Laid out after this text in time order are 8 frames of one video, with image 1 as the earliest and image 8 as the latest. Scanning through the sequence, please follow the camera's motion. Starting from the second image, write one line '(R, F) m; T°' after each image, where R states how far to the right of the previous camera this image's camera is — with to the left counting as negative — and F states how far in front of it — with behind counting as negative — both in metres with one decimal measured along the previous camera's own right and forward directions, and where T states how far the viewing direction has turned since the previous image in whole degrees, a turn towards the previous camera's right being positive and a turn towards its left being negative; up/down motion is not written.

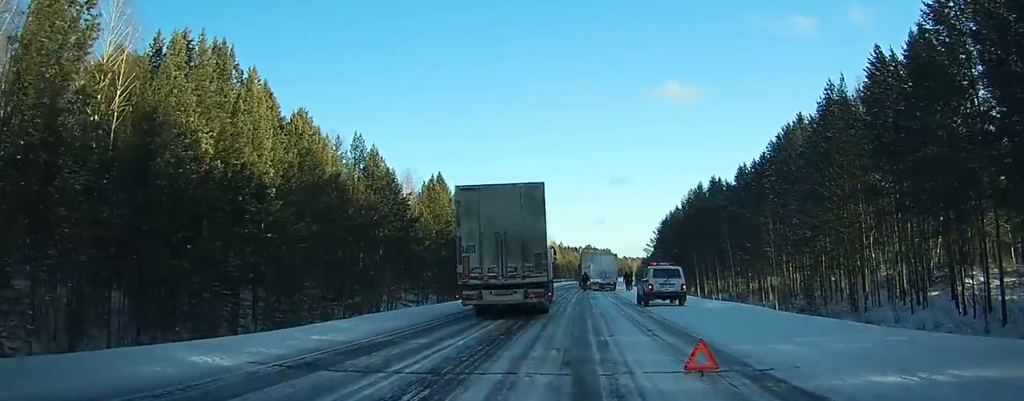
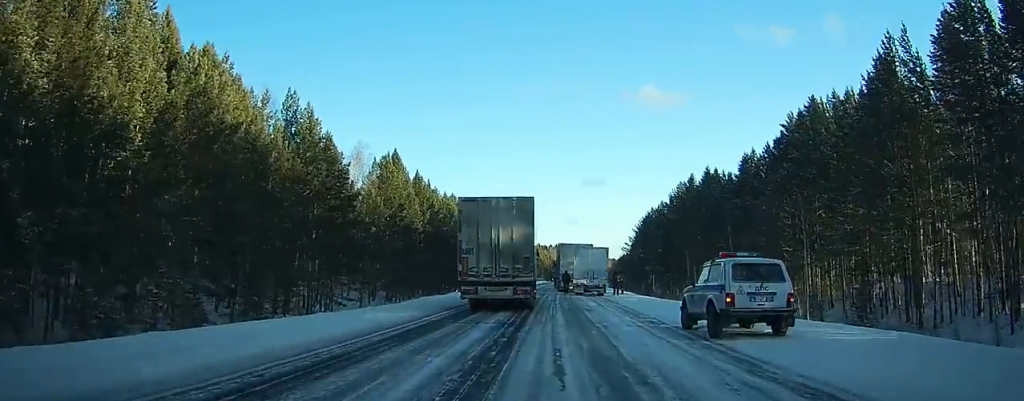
(+0.2, +11.8) m; +3°
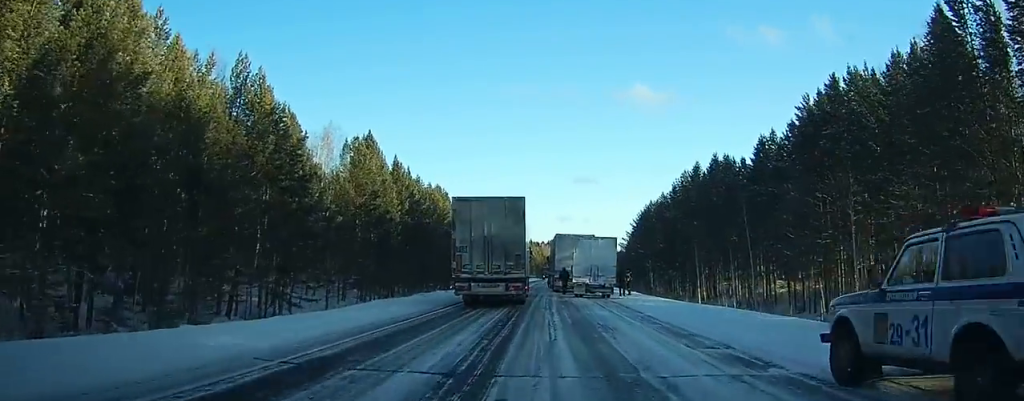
(+0.2, +7.9) m; 0°
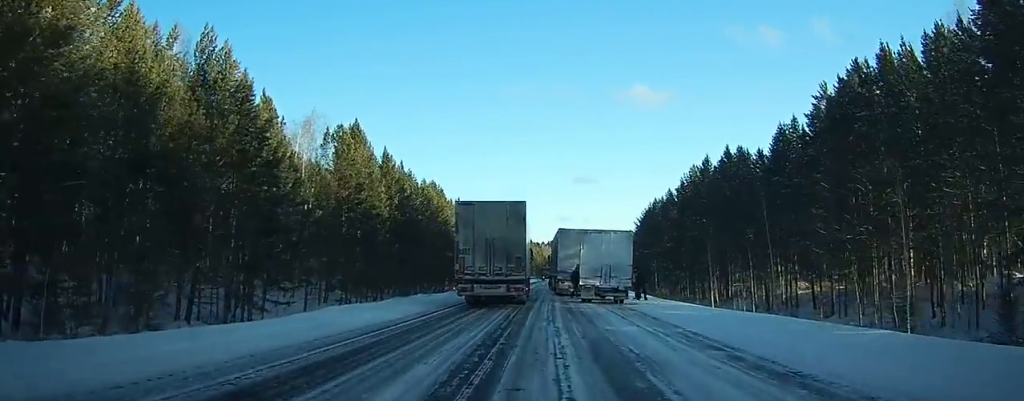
(0.0, +5.3) m; 0°
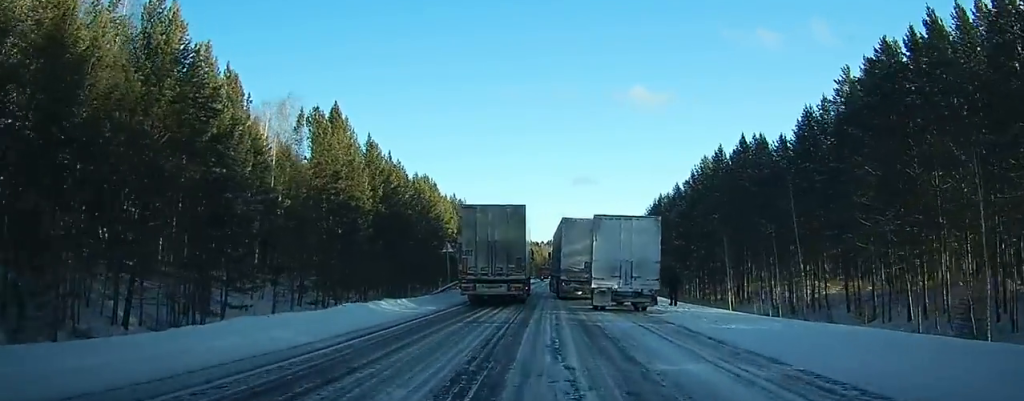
(0.0, +6.6) m; -2°
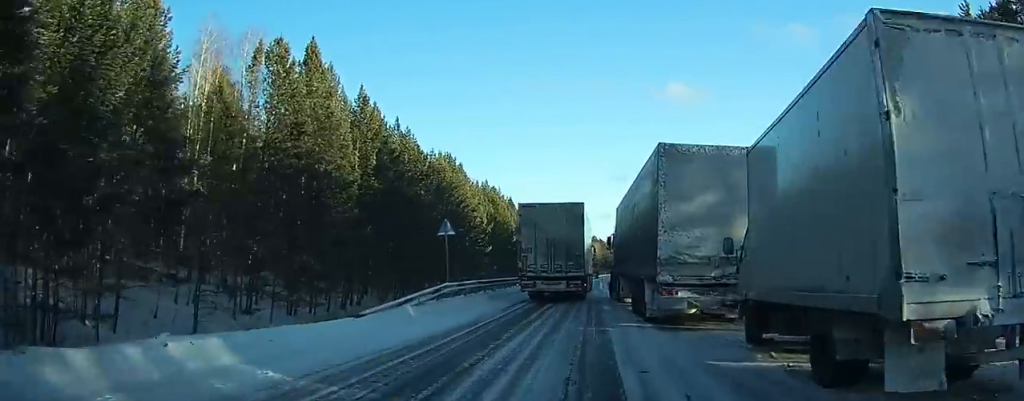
(-0.5, +14.3) m; -2°
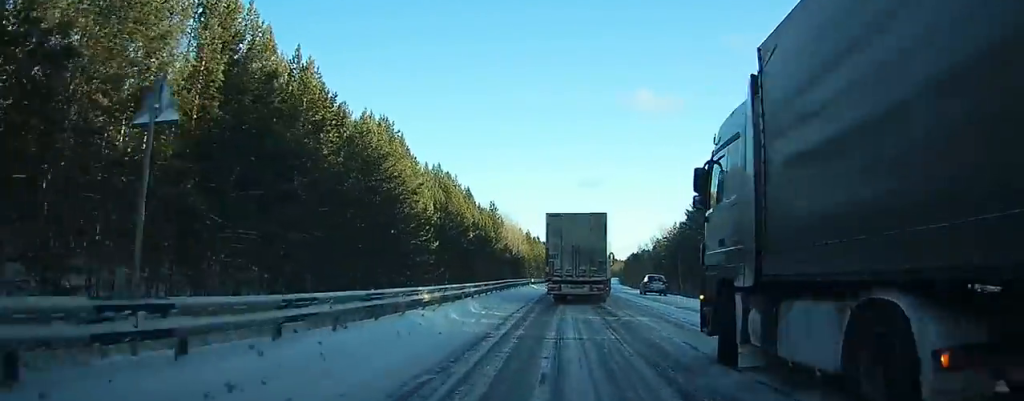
(+0.2, +18.6) m; +3°
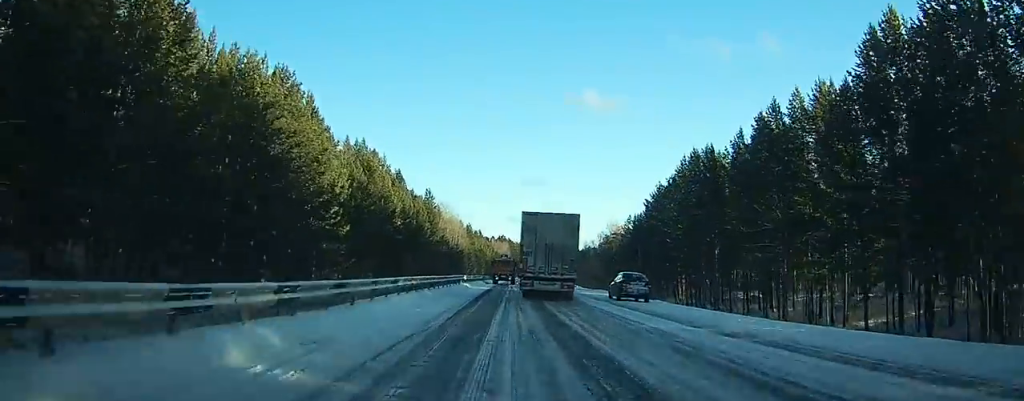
(+0.3, +12.6) m; +3°
